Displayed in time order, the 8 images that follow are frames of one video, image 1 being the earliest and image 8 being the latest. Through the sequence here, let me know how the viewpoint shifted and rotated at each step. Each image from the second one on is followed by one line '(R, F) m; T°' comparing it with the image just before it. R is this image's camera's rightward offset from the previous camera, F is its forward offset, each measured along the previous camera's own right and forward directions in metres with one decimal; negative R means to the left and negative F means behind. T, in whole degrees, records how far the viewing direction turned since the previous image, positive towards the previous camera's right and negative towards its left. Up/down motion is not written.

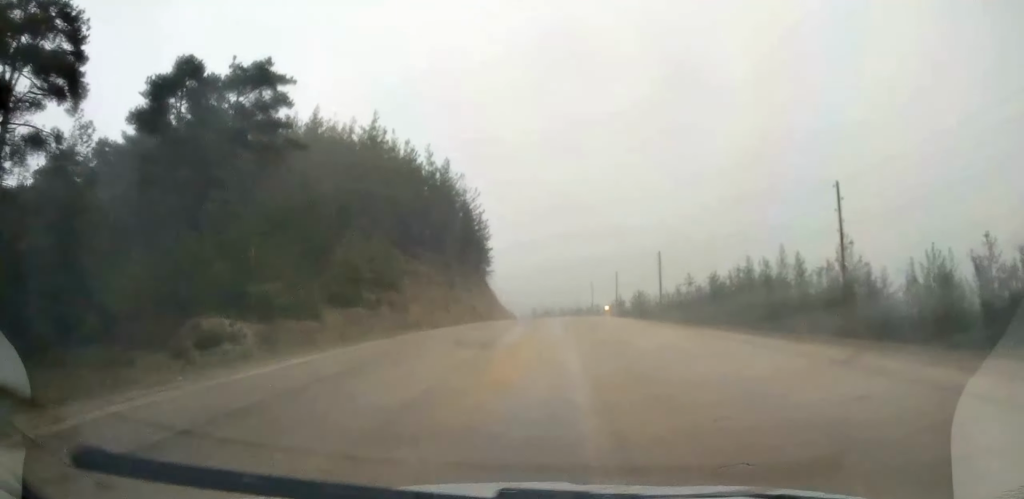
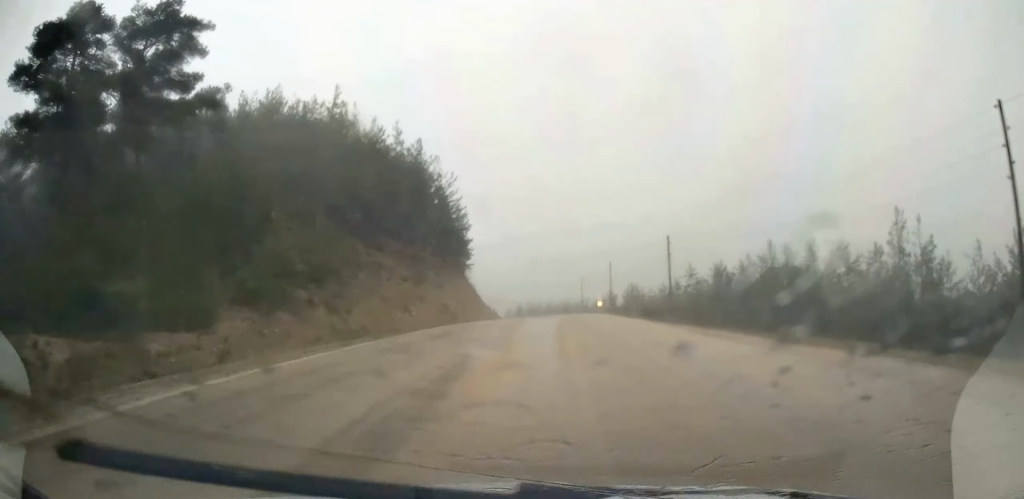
(-0.2, +12.0) m; +1°
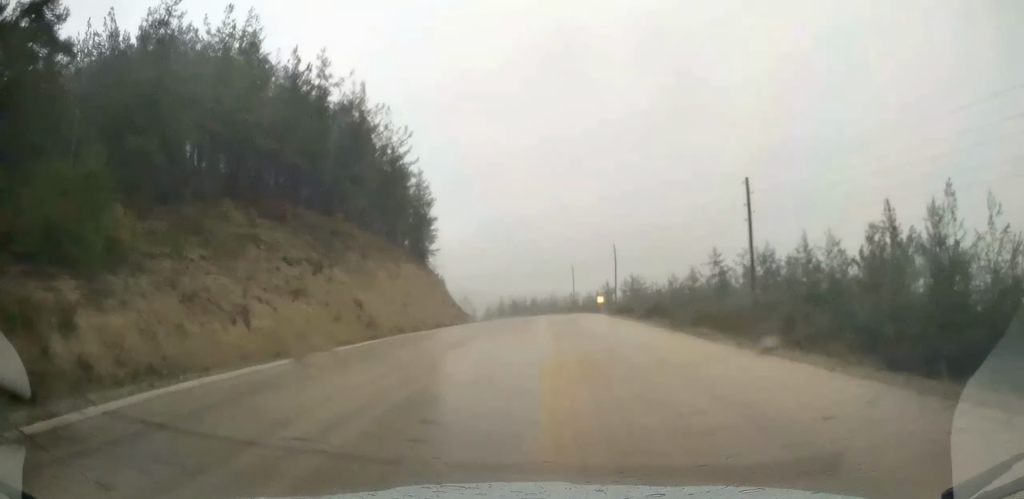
(+1.1, +25.6) m; +3°
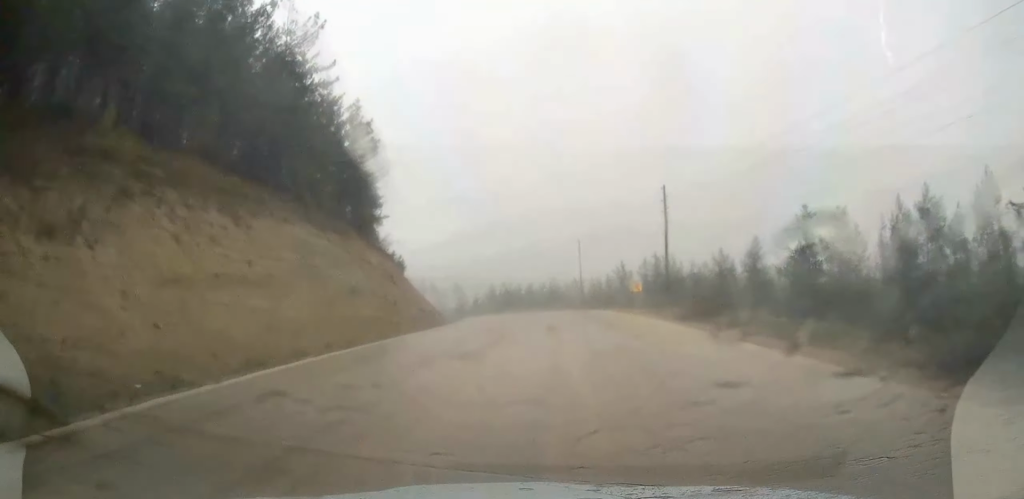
(-0.2, +32.1) m; -1°
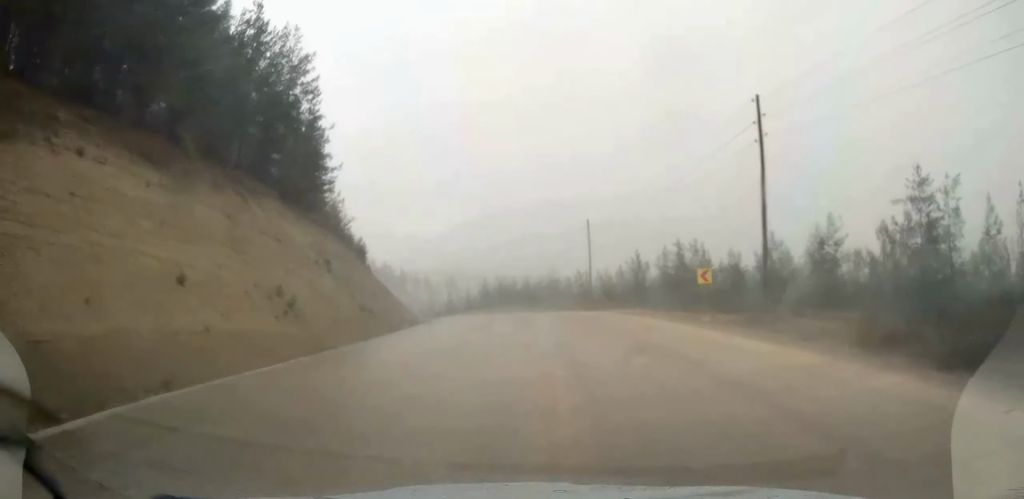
(-0.1, +18.6) m; -1°
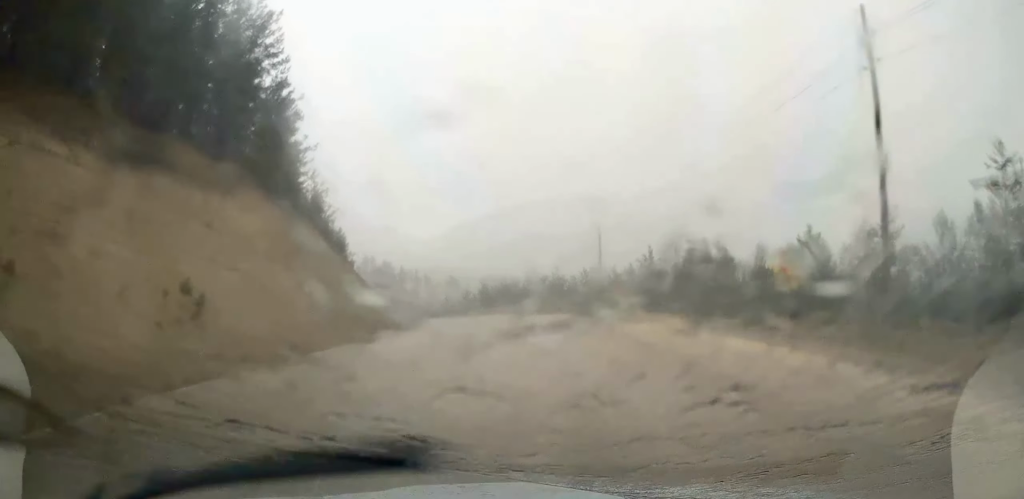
(0.0, +8.3) m; -1°
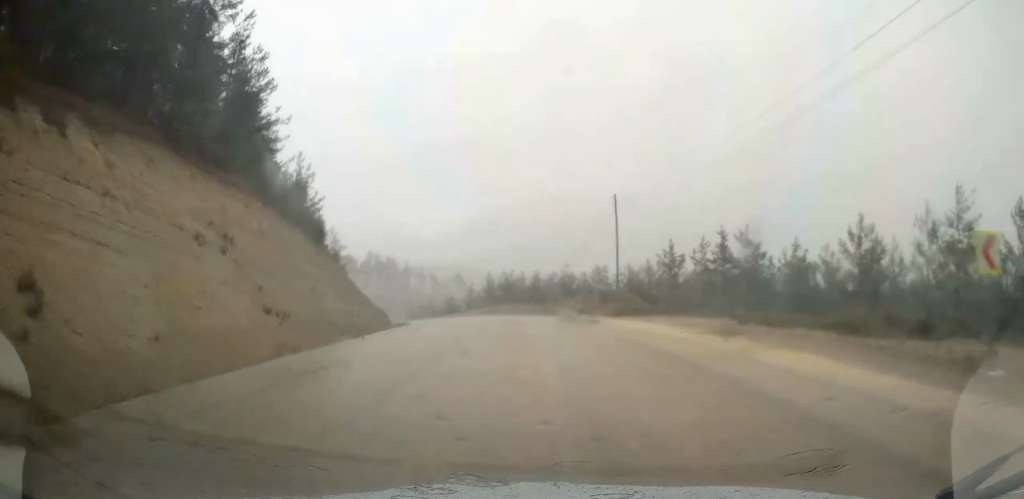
(-0.1, +8.2) m; -1°
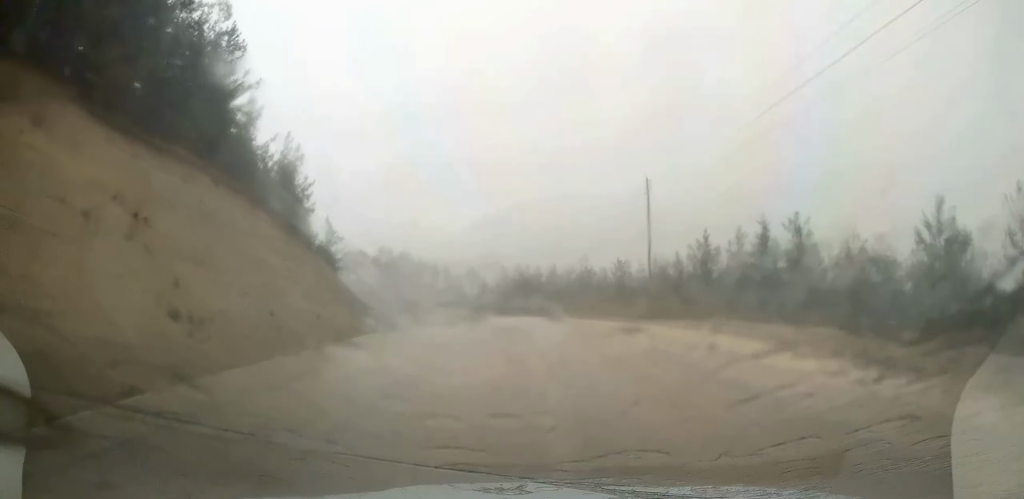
(0.0, +8.6) m; -1°
